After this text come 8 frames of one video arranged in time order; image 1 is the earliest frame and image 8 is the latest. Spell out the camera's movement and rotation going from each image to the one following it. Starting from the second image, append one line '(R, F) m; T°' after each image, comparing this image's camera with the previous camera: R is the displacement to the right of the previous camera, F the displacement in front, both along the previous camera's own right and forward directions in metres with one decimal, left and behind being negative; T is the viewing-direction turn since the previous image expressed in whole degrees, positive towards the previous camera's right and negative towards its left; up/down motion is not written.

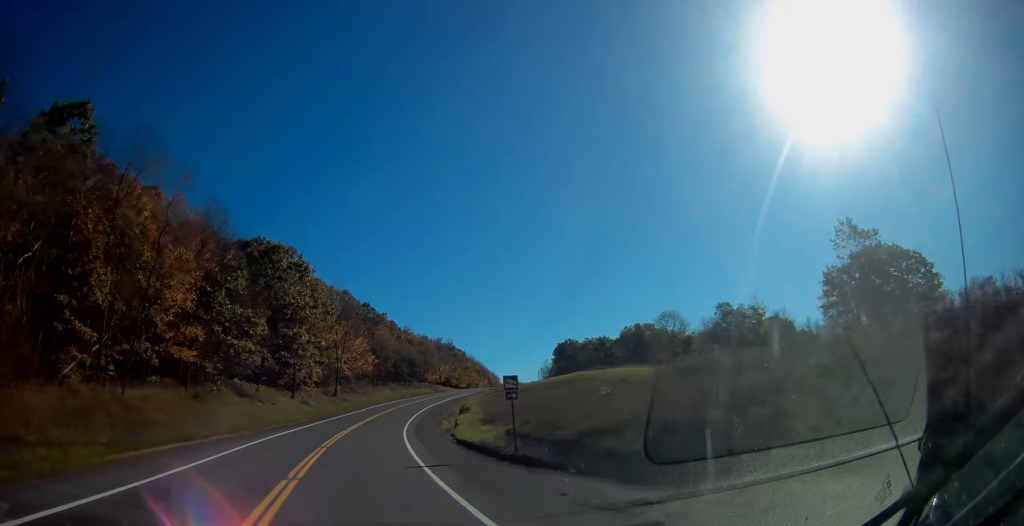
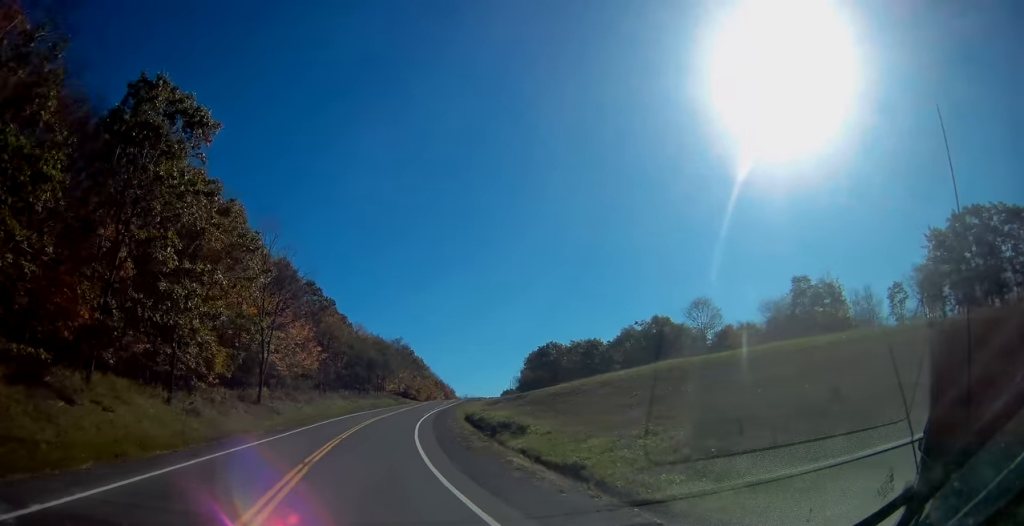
(+1.0, +32.3) m; +6°
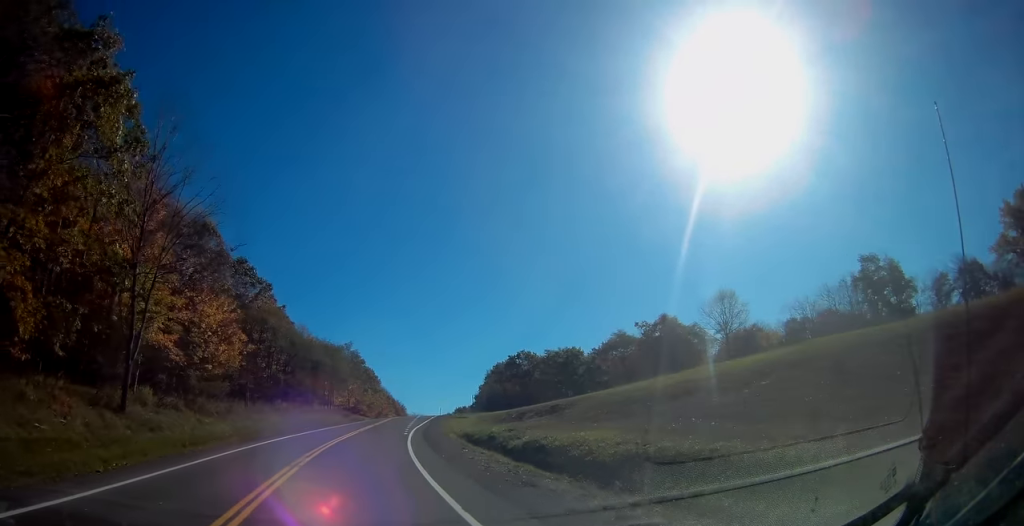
(+1.1, +21.0) m; +5°
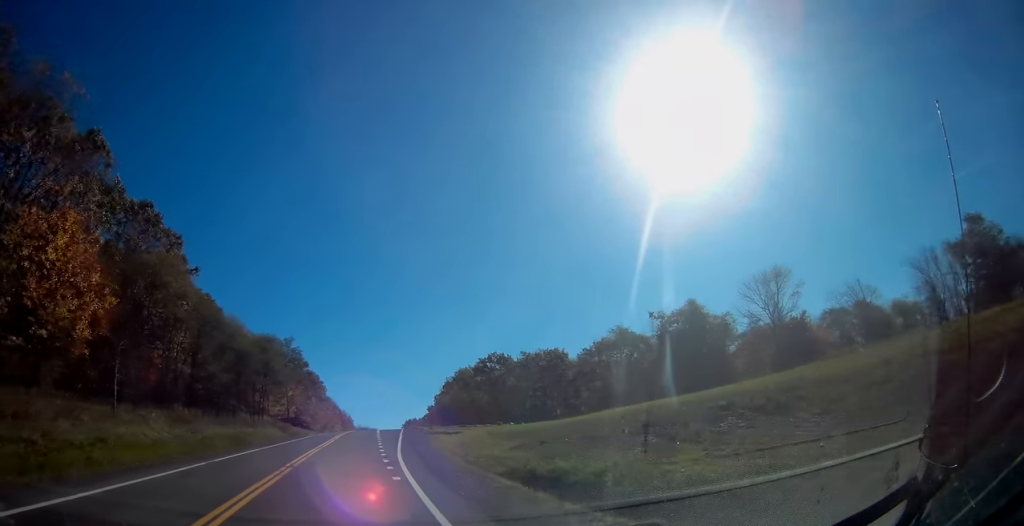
(+0.9, +21.1) m; +5°
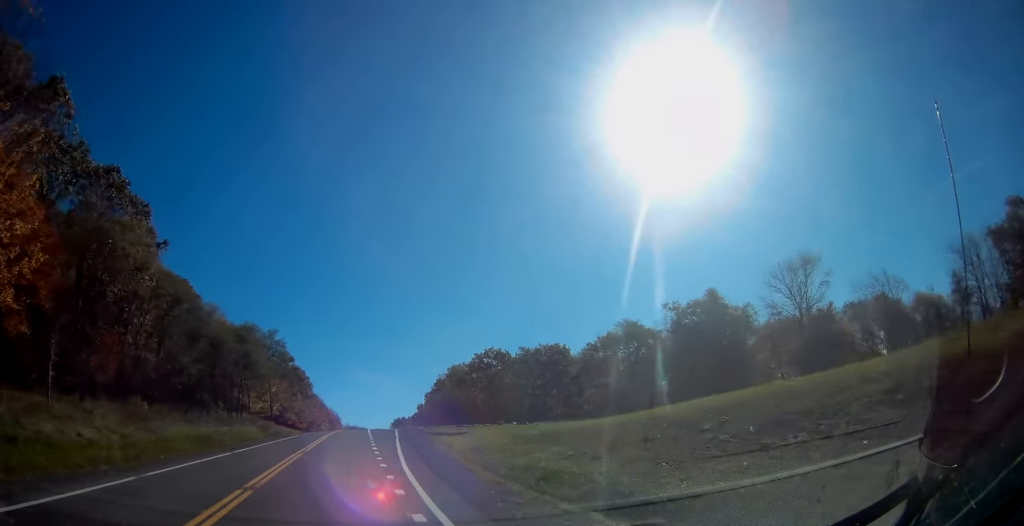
(+0.1, +6.2) m; +1°
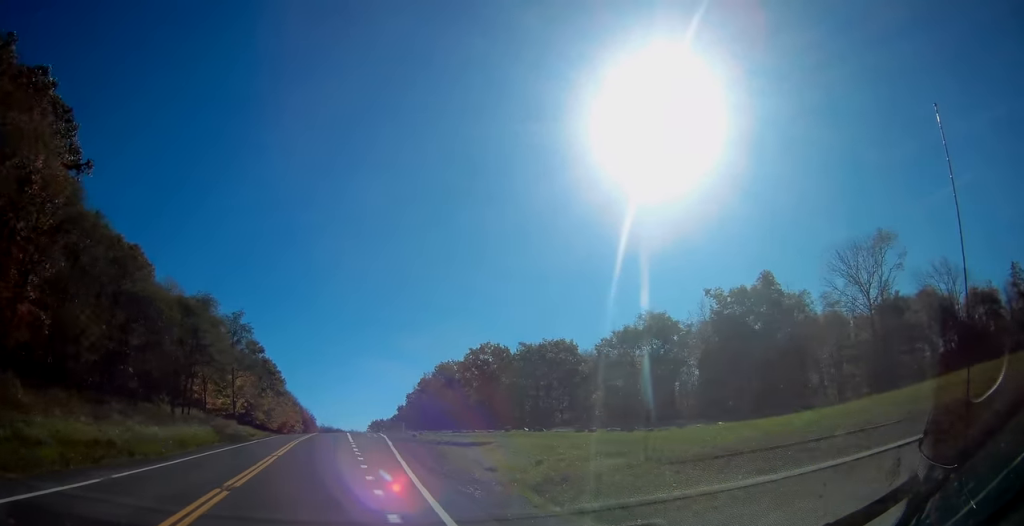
(+0.4, +11.9) m; +2°
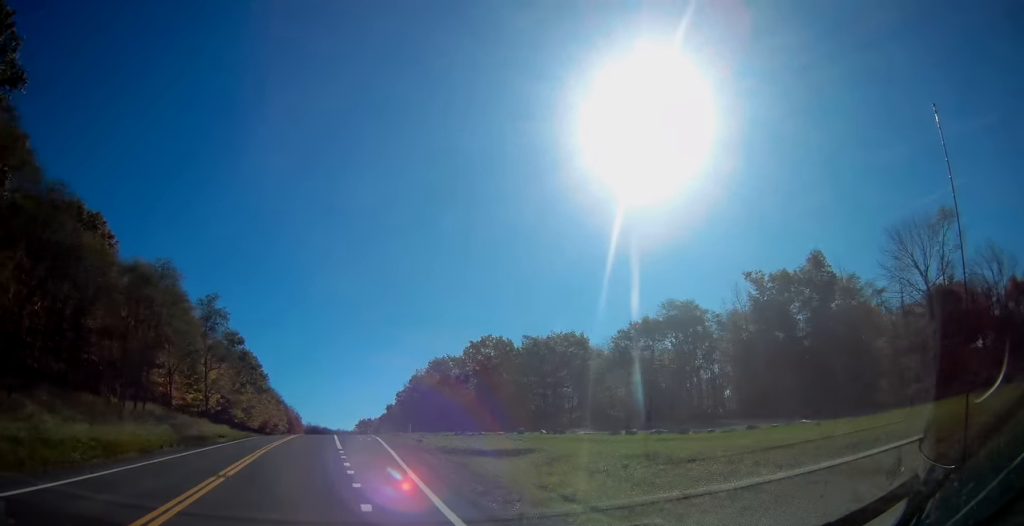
(0.0, +7.5) m; 0°
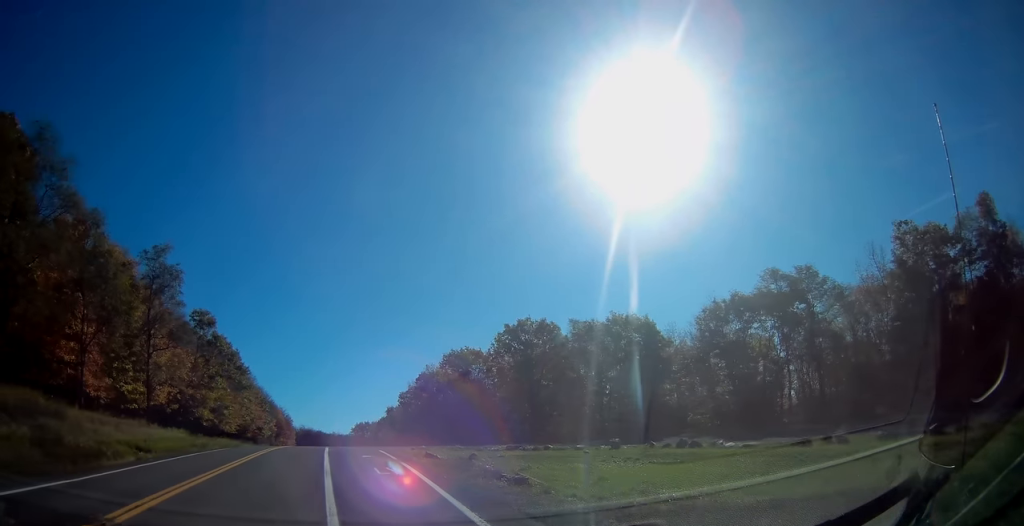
(+0.3, +17.9) m; +2°
